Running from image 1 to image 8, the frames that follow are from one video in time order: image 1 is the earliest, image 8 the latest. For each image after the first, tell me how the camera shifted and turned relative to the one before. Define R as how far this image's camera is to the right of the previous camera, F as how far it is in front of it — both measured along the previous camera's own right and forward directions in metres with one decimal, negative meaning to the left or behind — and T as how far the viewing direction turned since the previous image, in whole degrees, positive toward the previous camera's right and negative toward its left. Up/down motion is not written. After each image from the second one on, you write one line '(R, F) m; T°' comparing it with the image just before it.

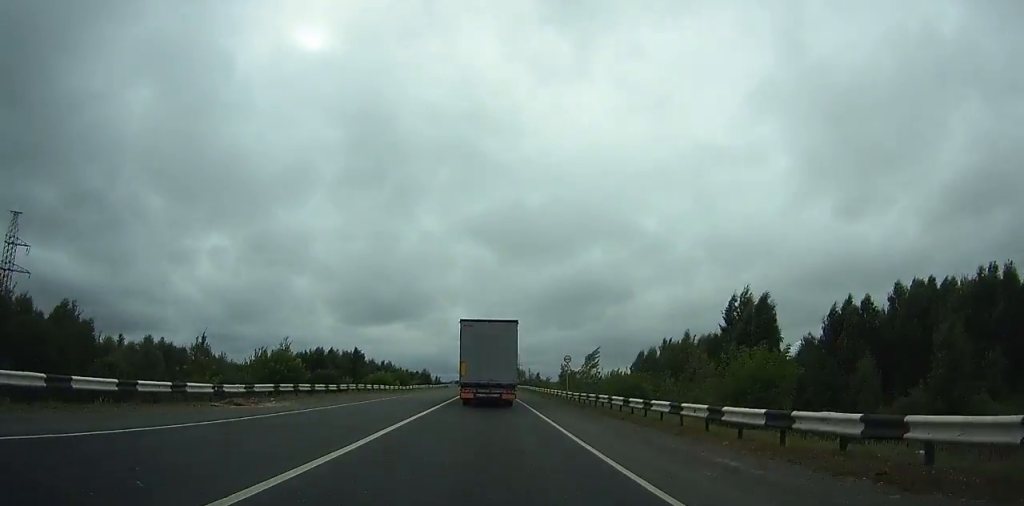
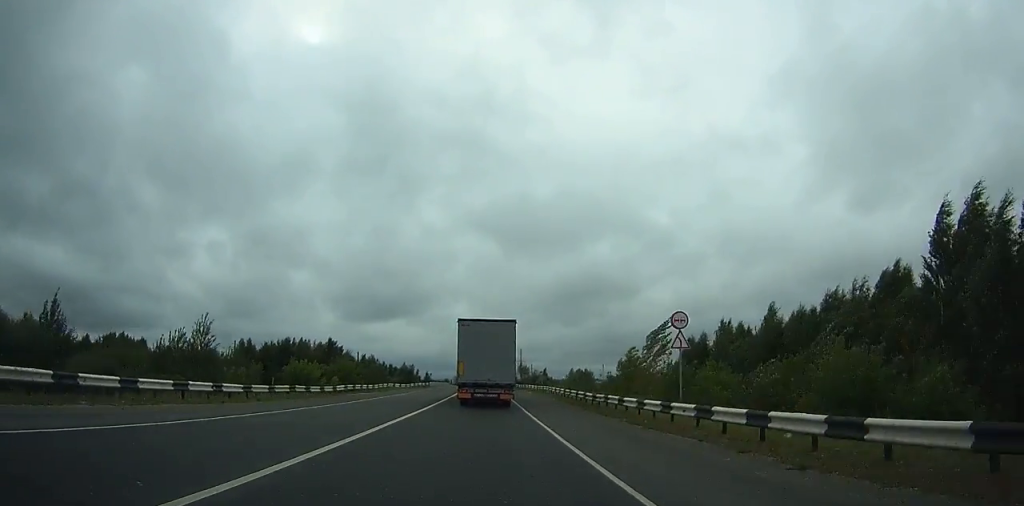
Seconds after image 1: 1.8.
(-0.1, +35.6) m; 0°
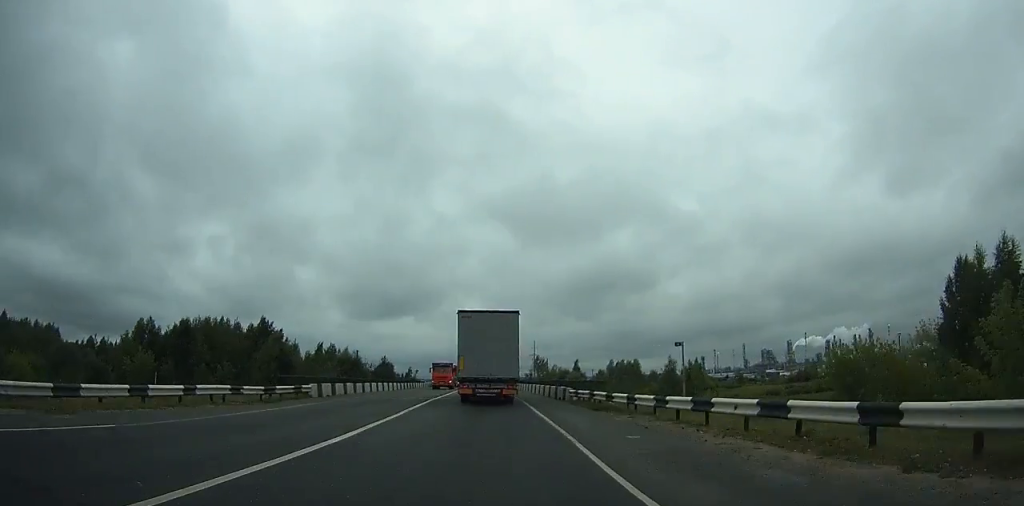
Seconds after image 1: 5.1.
(-0.5, +63.9) m; -1°
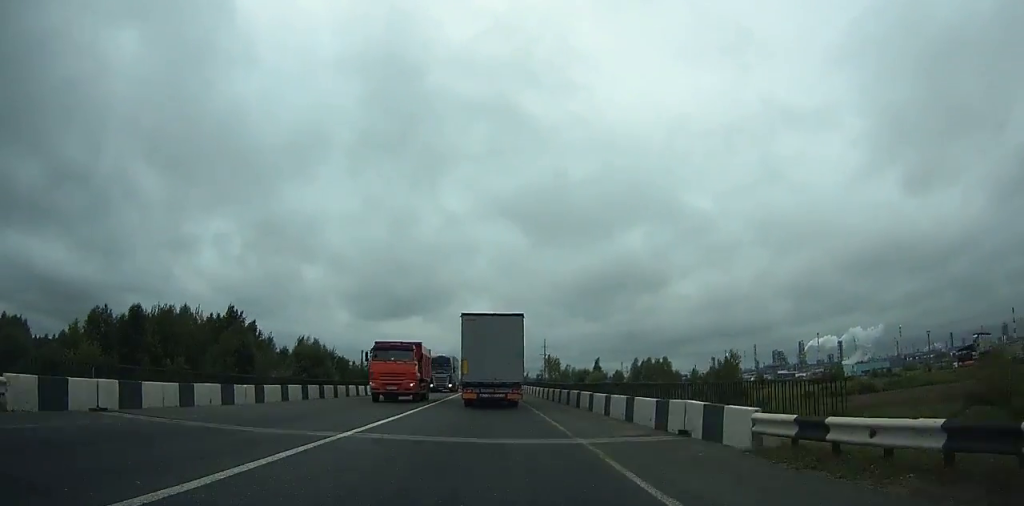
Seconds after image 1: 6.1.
(-0.1, +20.5) m; 0°
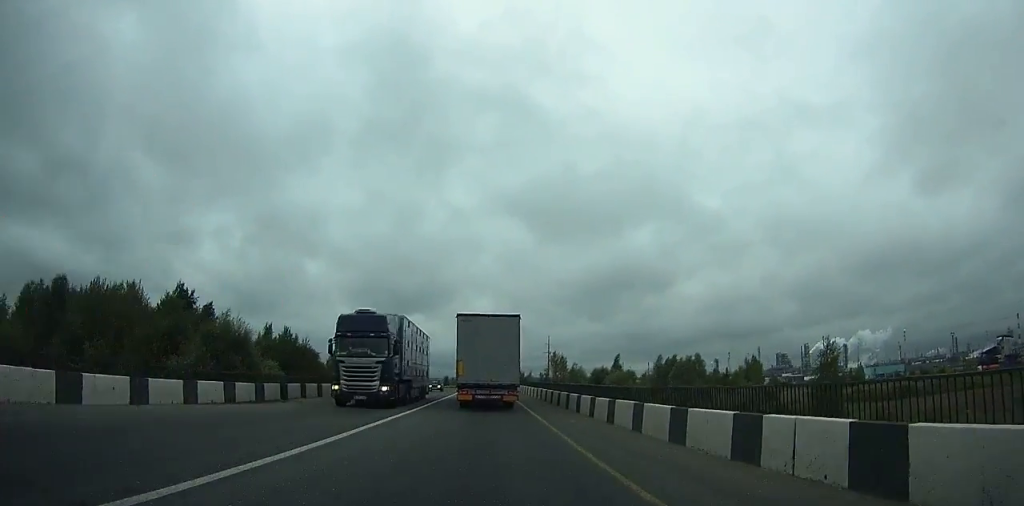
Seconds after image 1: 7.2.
(0.0, +20.5) m; 0°
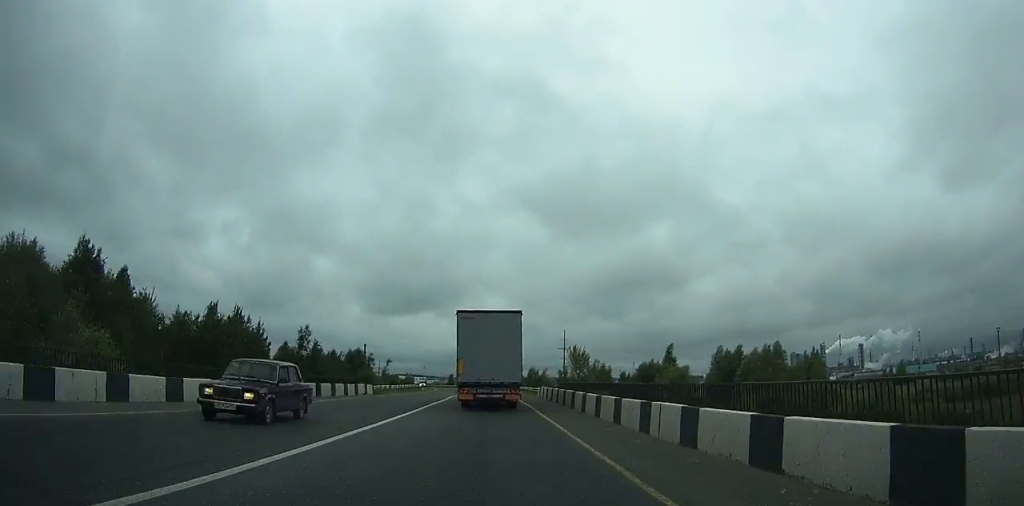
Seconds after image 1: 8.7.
(-0.3, +27.8) m; 0°
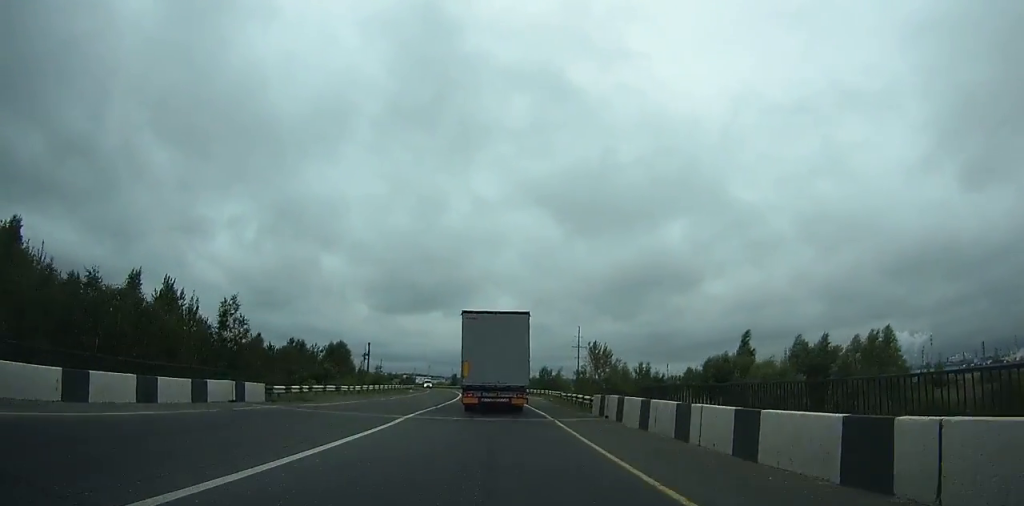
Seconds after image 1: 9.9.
(-0.1, +22.7) m; 0°
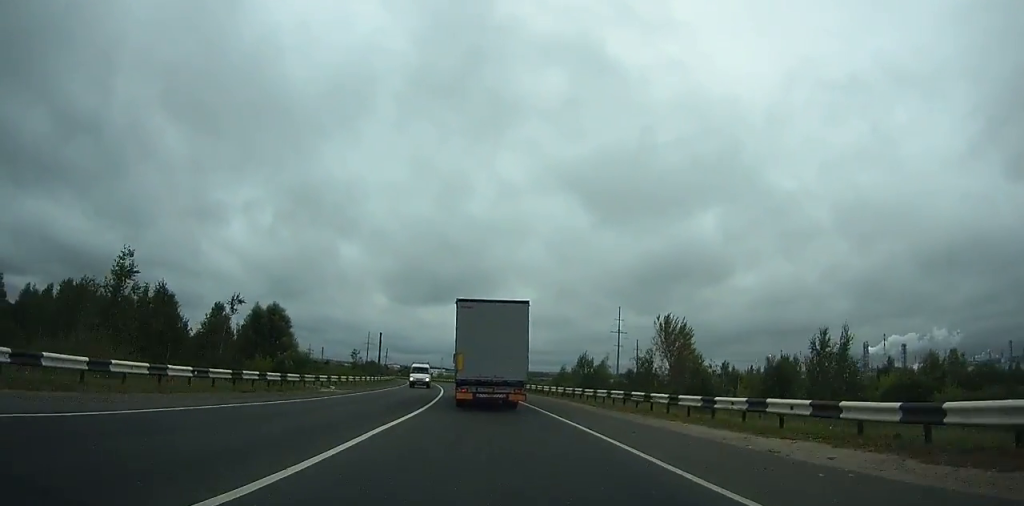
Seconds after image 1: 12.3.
(0.0, +45.3) m; -1°
